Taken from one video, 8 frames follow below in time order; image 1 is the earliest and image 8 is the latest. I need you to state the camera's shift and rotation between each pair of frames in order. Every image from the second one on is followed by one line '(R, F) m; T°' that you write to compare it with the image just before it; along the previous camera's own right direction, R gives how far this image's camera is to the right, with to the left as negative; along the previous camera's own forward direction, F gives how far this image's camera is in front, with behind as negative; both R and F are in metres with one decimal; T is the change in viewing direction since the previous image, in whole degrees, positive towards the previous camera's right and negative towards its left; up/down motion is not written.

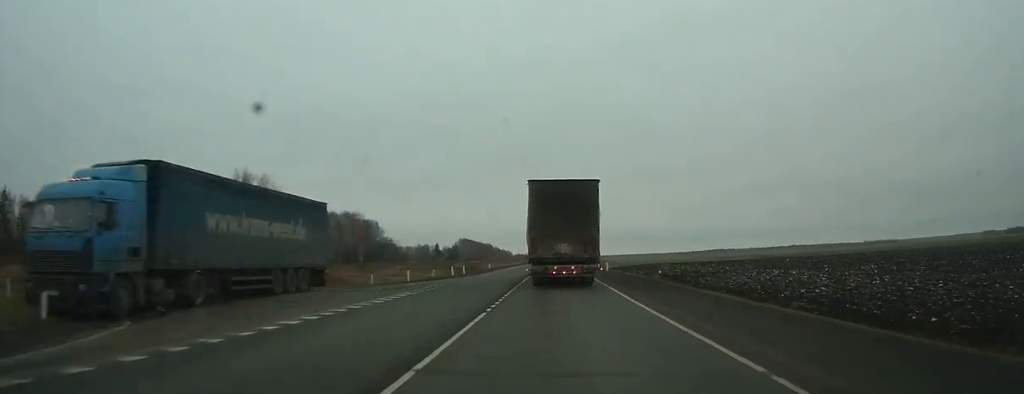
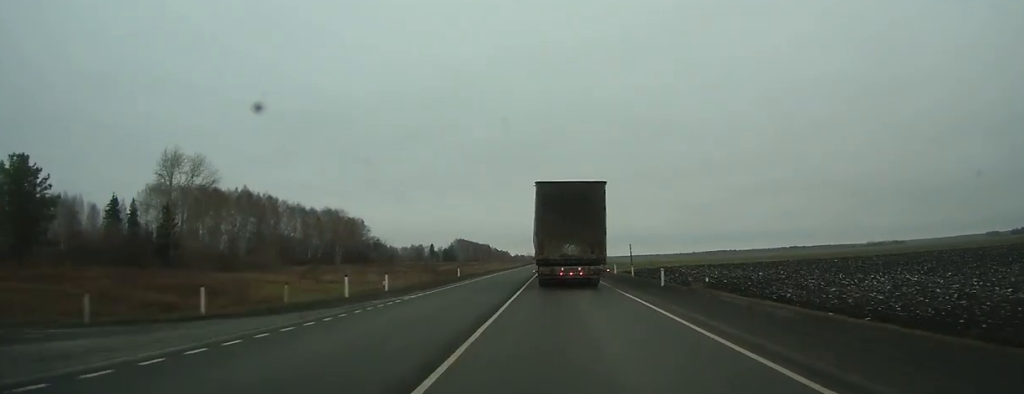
(0.0, +23.7) m; 0°
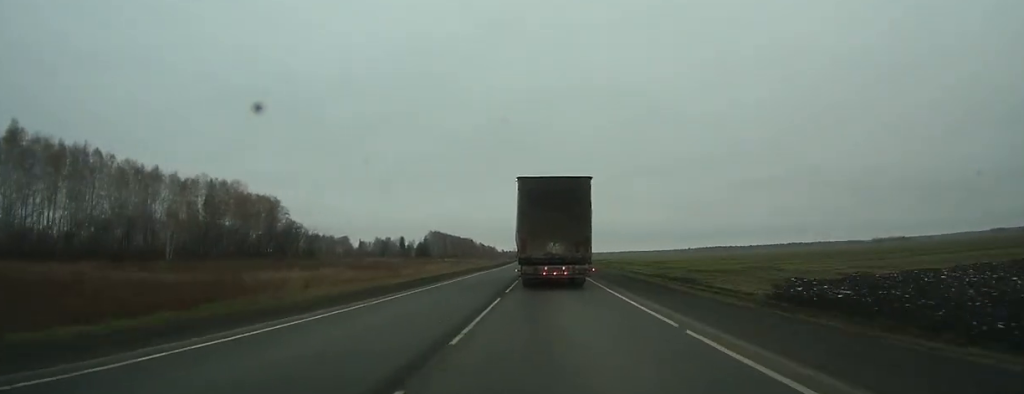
(+0.2, +86.1) m; 0°
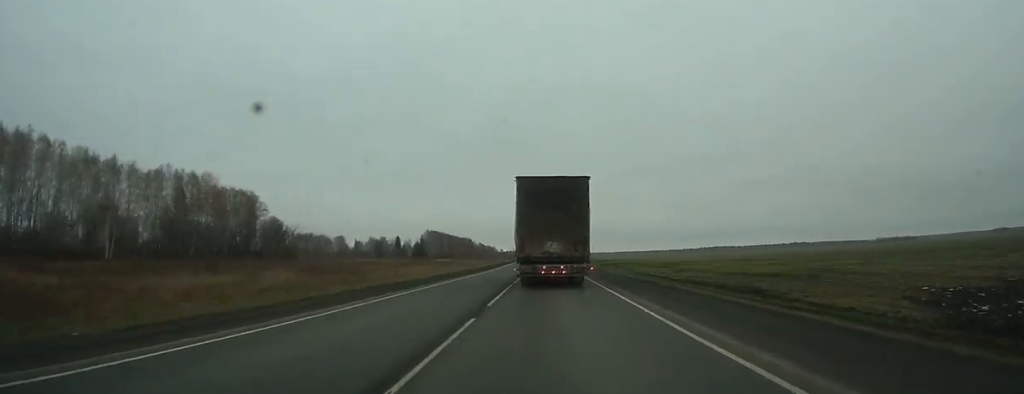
(0.0, +17.8) m; 0°
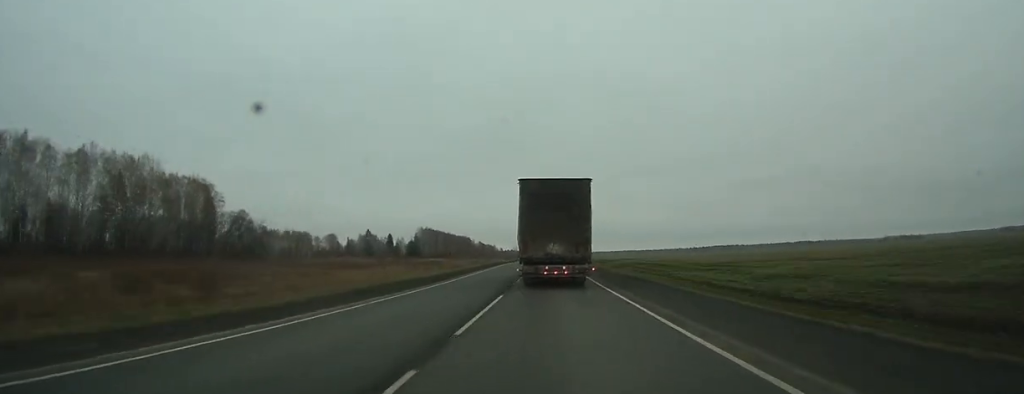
(0.0, +29.7) m; 0°
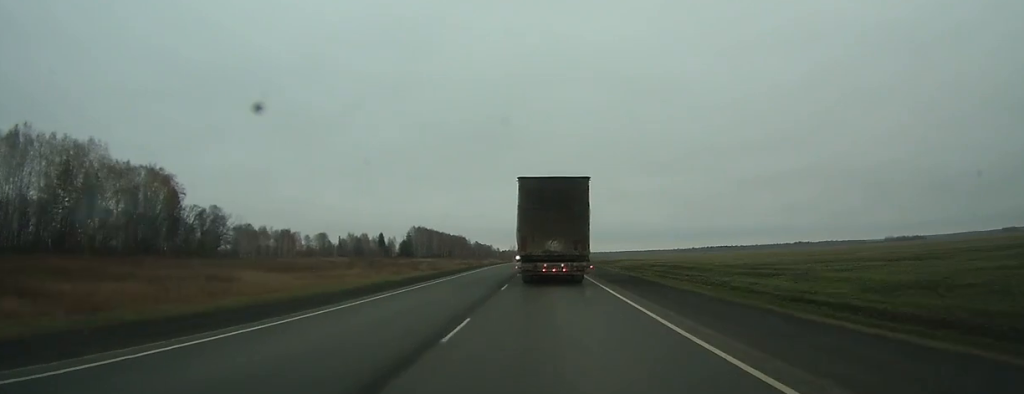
(0.0, +19.2) m; 0°
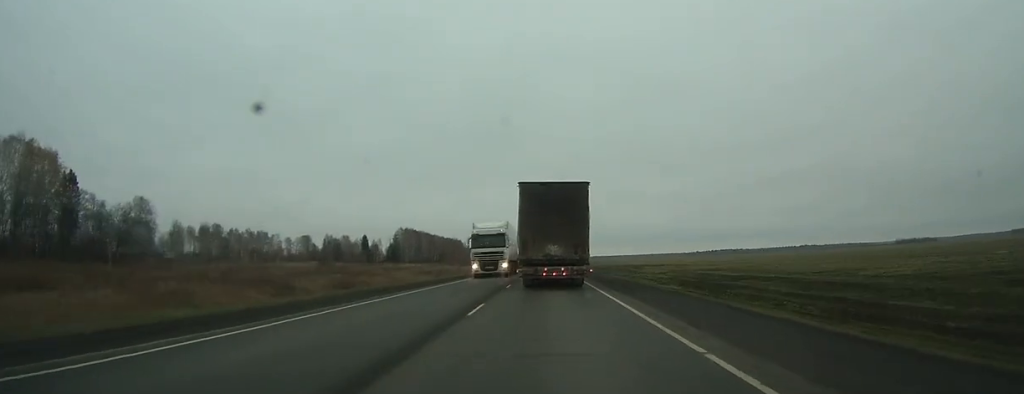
(-0.1, +44.3) m; 0°
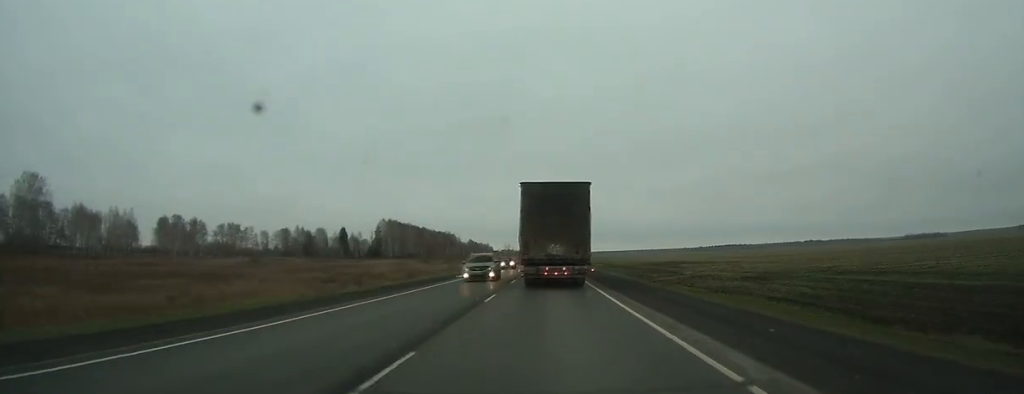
(-0.2, +44.3) m; 0°
